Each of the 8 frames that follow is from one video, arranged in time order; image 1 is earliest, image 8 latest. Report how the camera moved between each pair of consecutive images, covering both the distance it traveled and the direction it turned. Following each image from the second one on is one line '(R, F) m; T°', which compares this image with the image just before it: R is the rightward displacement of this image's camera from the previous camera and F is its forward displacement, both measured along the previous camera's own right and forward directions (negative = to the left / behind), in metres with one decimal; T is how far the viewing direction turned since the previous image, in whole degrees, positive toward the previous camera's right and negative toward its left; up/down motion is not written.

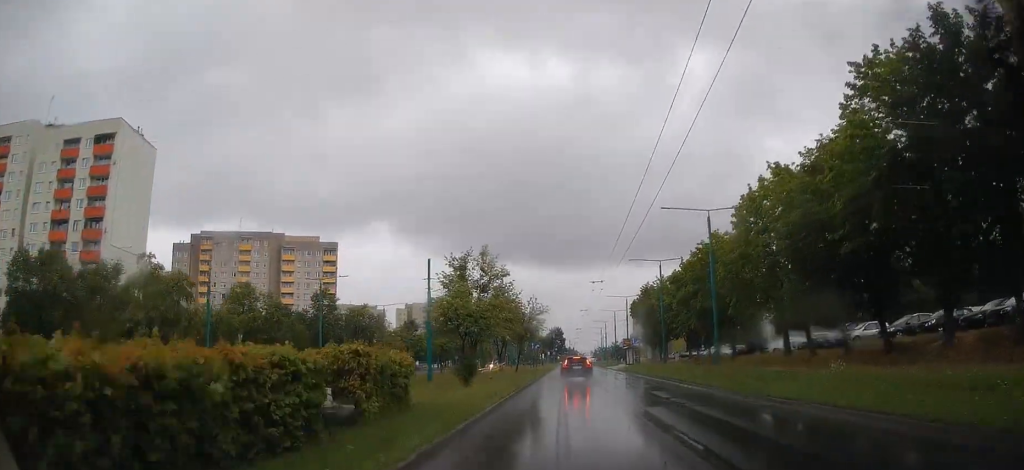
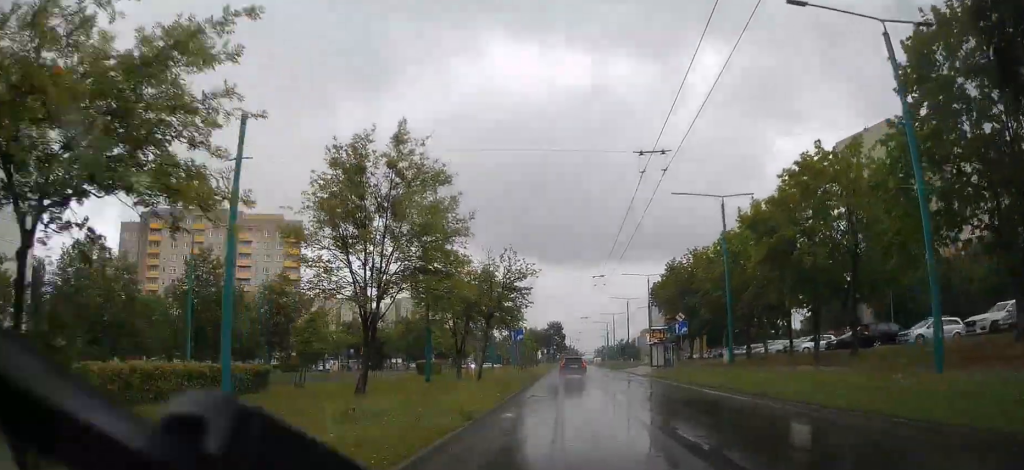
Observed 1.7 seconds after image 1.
(-0.1, +23.5) m; -1°
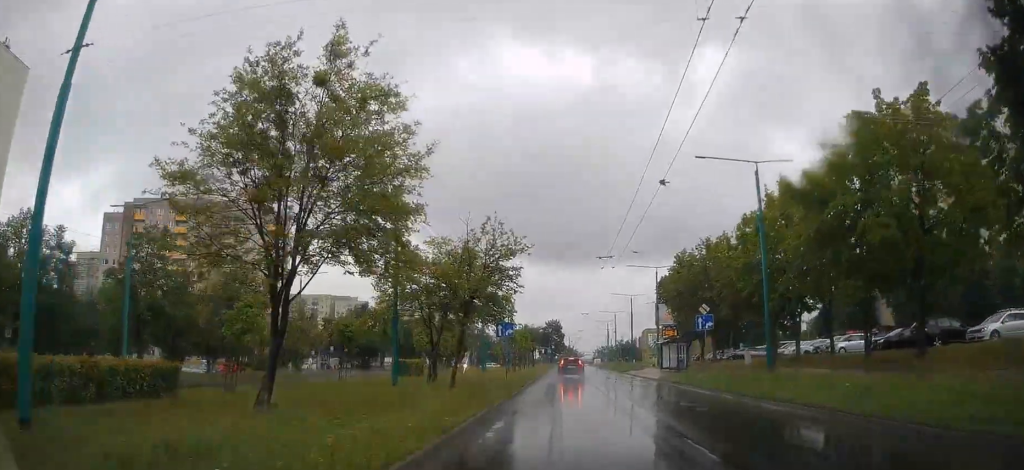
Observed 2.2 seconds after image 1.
(0.0, +6.7) m; 0°
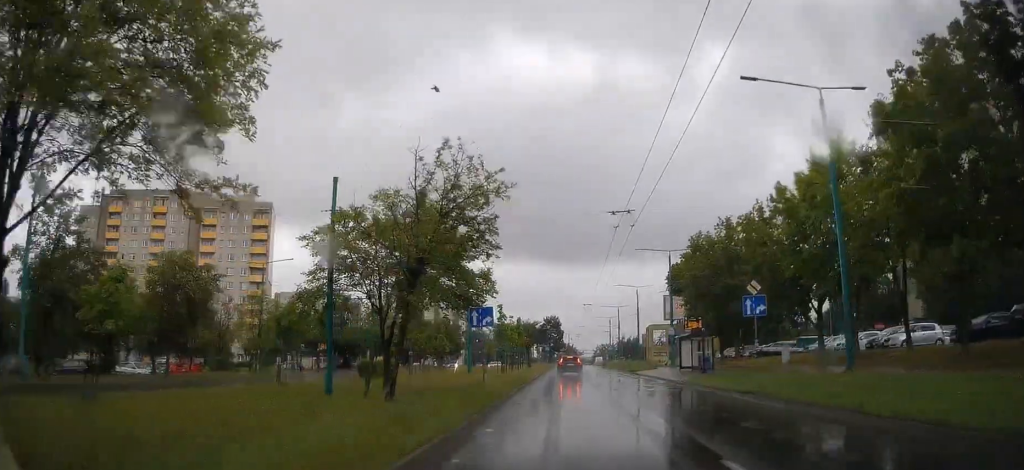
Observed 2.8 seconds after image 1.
(0.0, +8.3) m; 0°
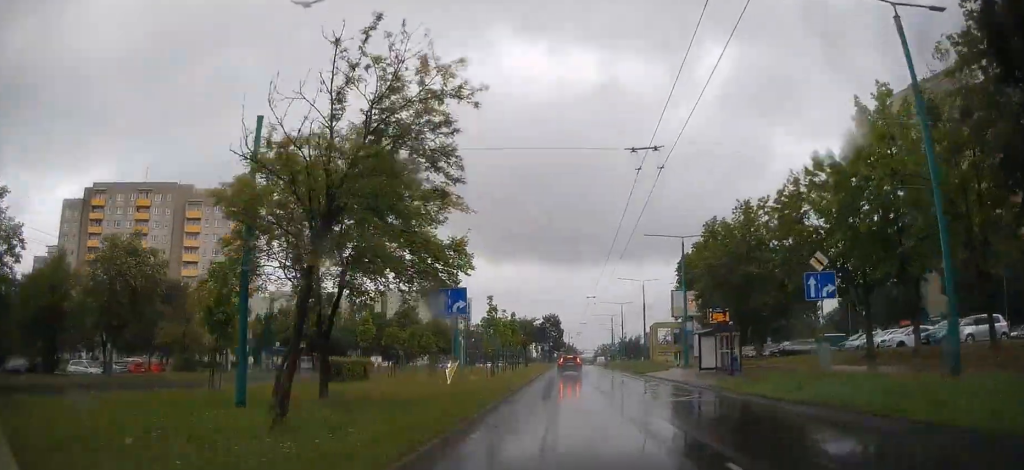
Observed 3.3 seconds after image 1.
(0.0, +6.0) m; 0°
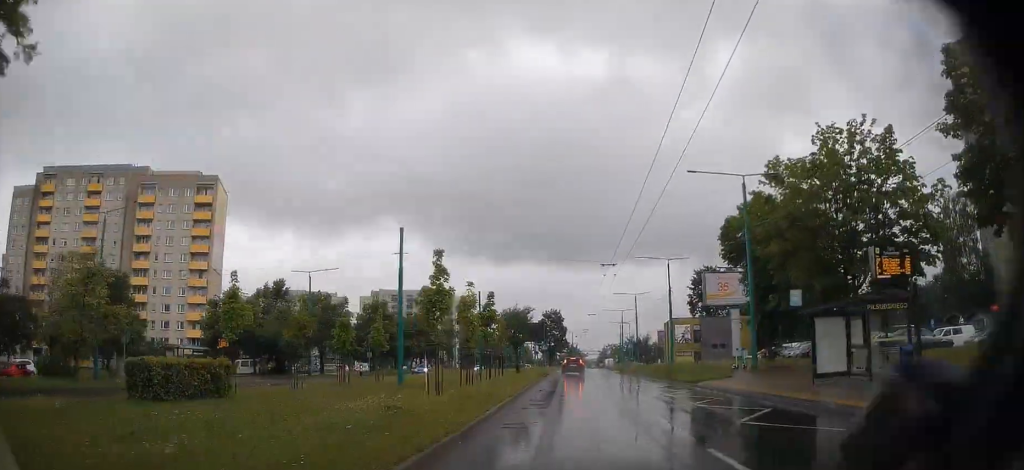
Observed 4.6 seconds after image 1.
(+0.2, +16.4) m; +1°
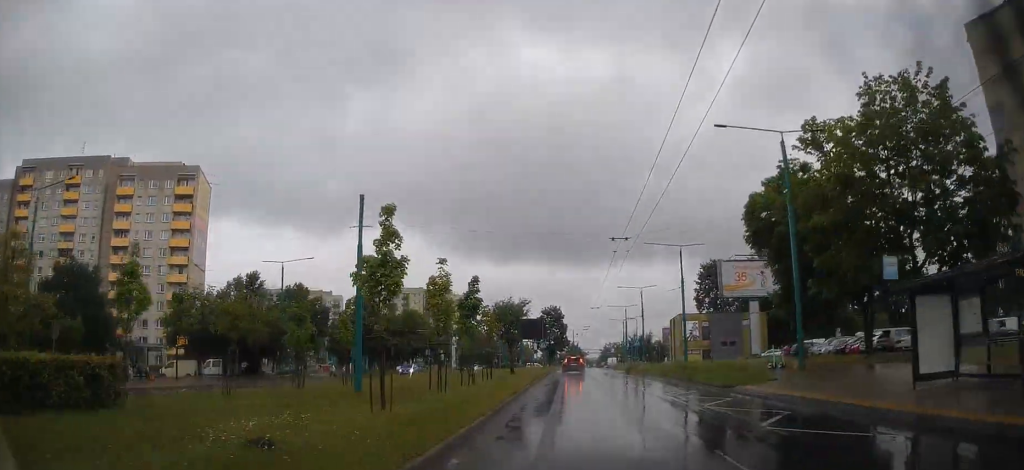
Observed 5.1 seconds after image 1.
(0.0, +6.2) m; 0°
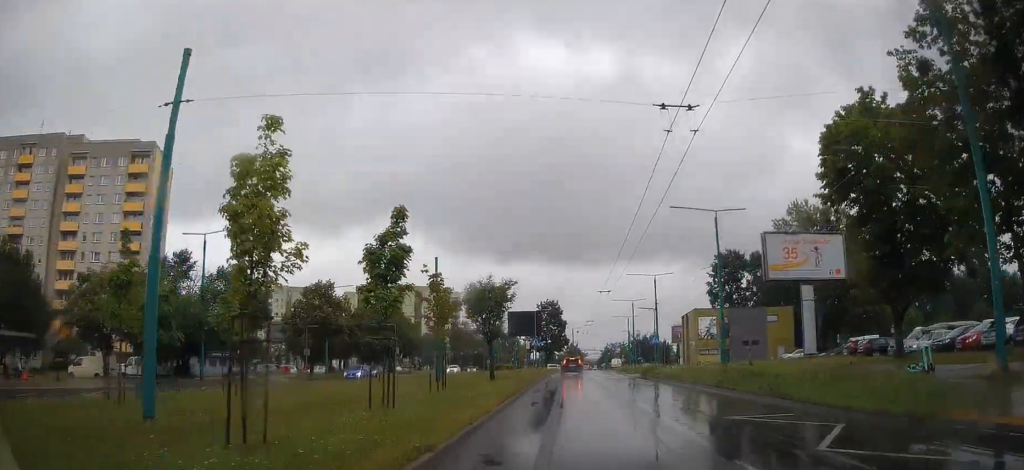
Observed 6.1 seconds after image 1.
(0.0, +12.8) m; 0°
